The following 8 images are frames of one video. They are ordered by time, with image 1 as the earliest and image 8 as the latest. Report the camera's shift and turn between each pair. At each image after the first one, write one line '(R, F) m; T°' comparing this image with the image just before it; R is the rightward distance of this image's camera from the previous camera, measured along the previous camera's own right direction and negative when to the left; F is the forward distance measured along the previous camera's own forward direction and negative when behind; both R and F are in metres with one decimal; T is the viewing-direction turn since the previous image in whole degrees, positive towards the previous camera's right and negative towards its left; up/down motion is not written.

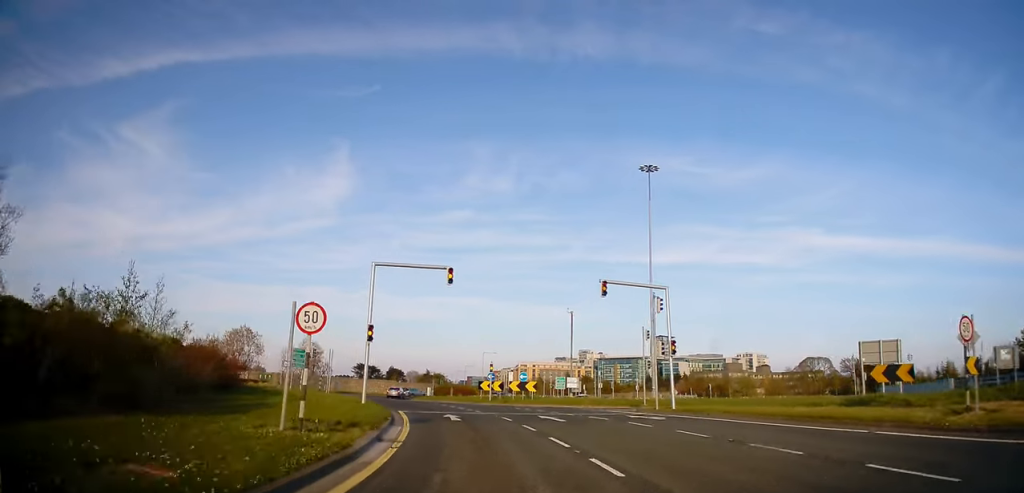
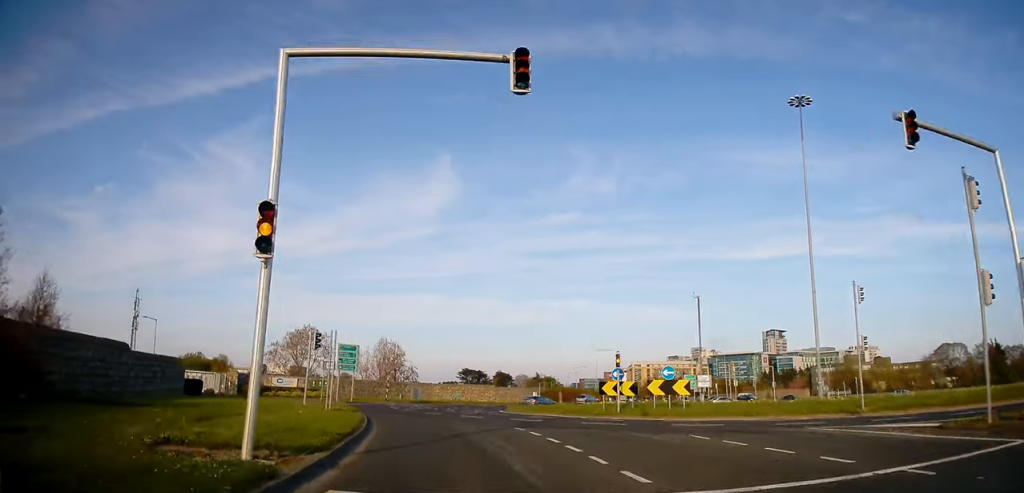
(-1.4, +18.1) m; -10°
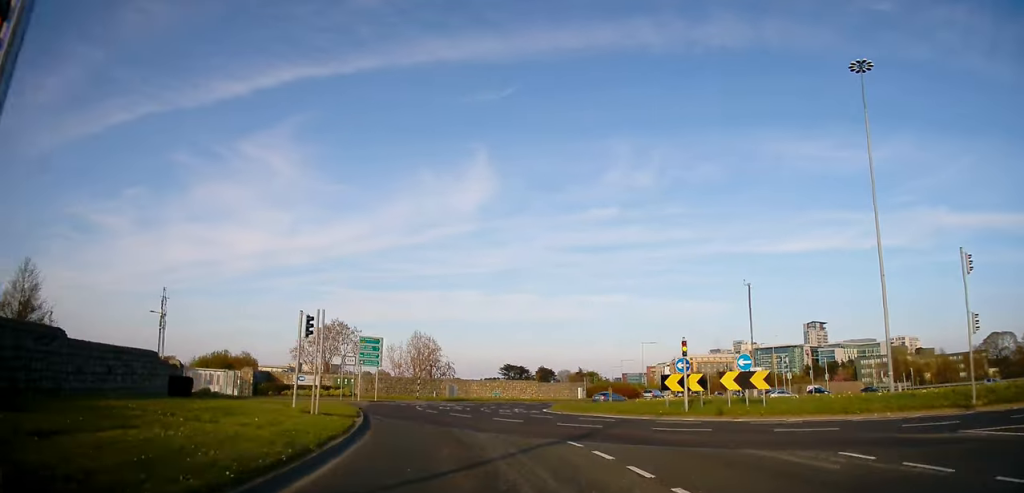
(-0.4, +5.8) m; -2°
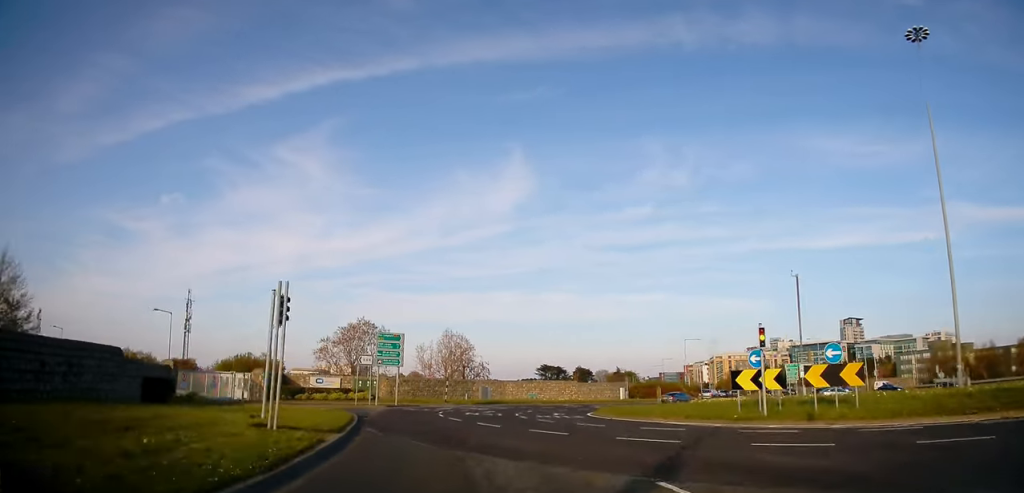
(-0.2, +5.3) m; -2°
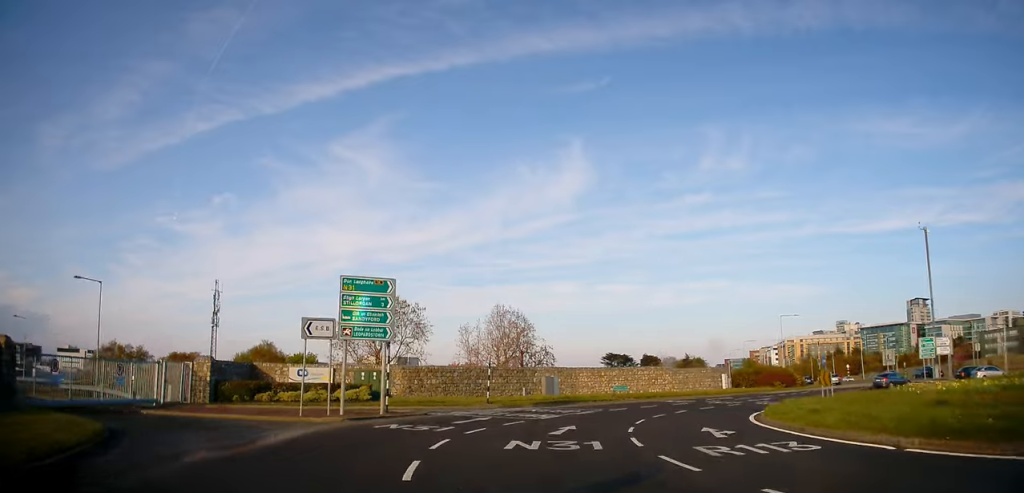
(+0.2, +18.5) m; 0°
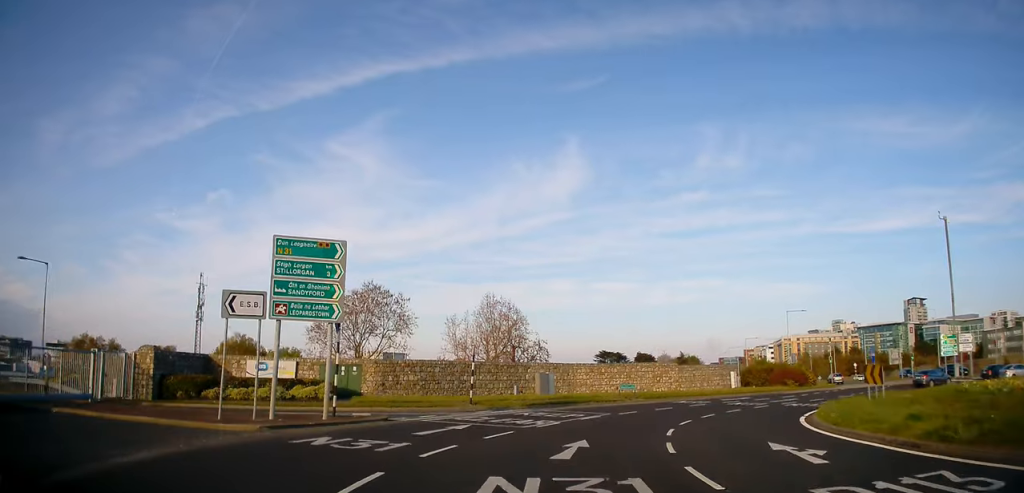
(+0.2, +5.2) m; -1°
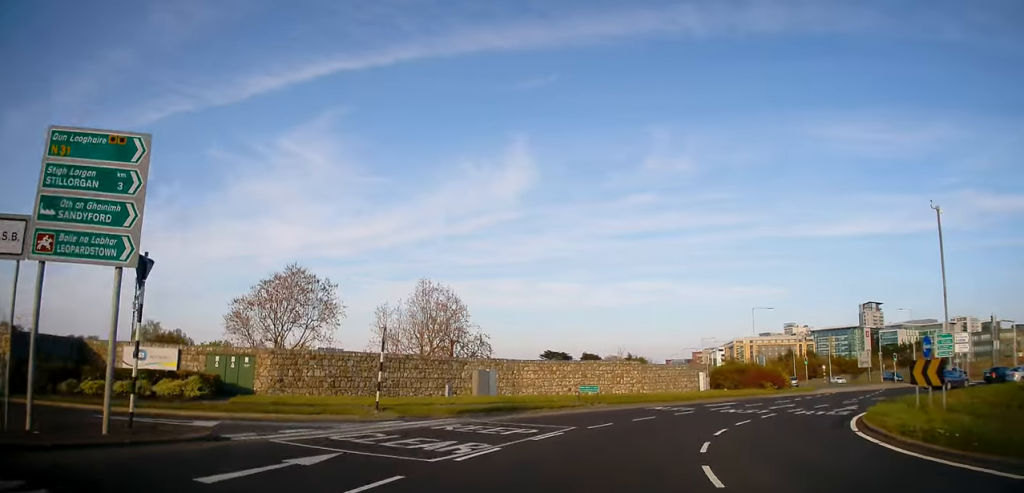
(-0.3, +7.2) m; +4°
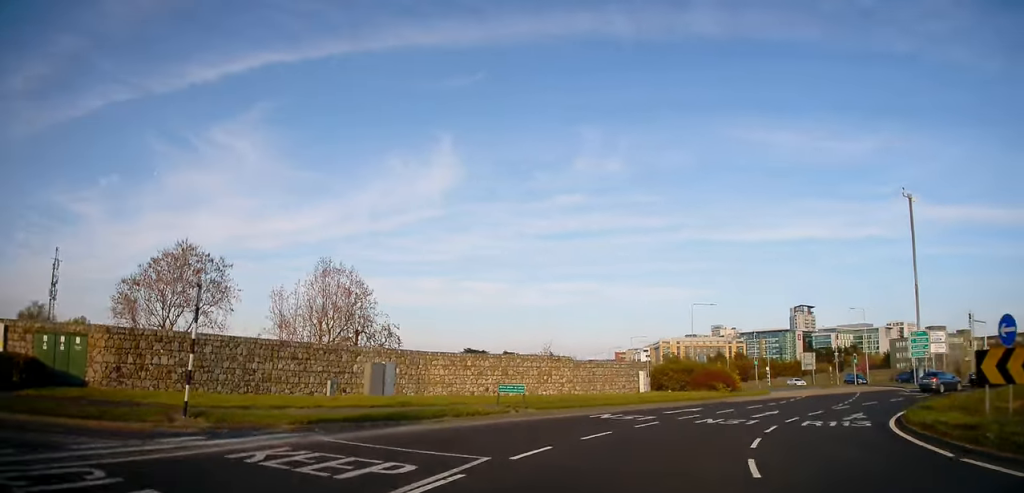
(-0.1, +7.0) m; +8°
